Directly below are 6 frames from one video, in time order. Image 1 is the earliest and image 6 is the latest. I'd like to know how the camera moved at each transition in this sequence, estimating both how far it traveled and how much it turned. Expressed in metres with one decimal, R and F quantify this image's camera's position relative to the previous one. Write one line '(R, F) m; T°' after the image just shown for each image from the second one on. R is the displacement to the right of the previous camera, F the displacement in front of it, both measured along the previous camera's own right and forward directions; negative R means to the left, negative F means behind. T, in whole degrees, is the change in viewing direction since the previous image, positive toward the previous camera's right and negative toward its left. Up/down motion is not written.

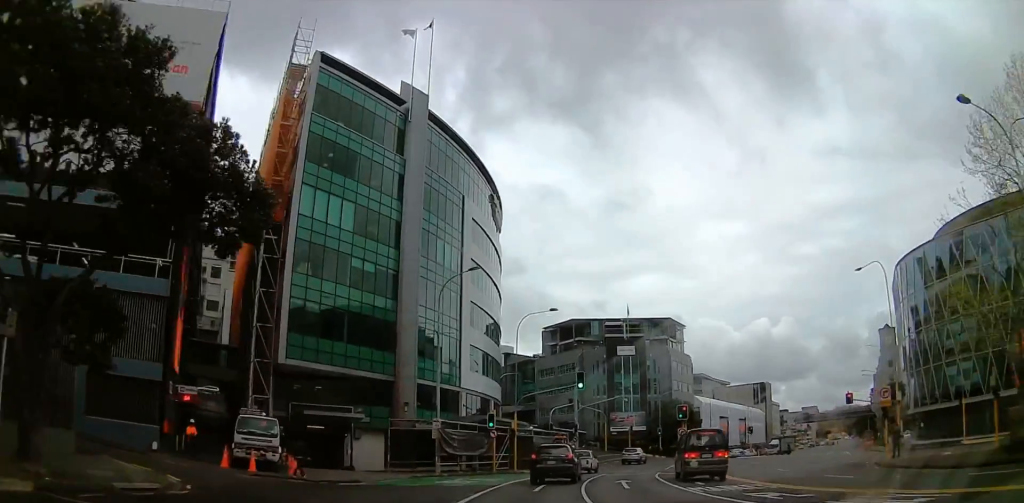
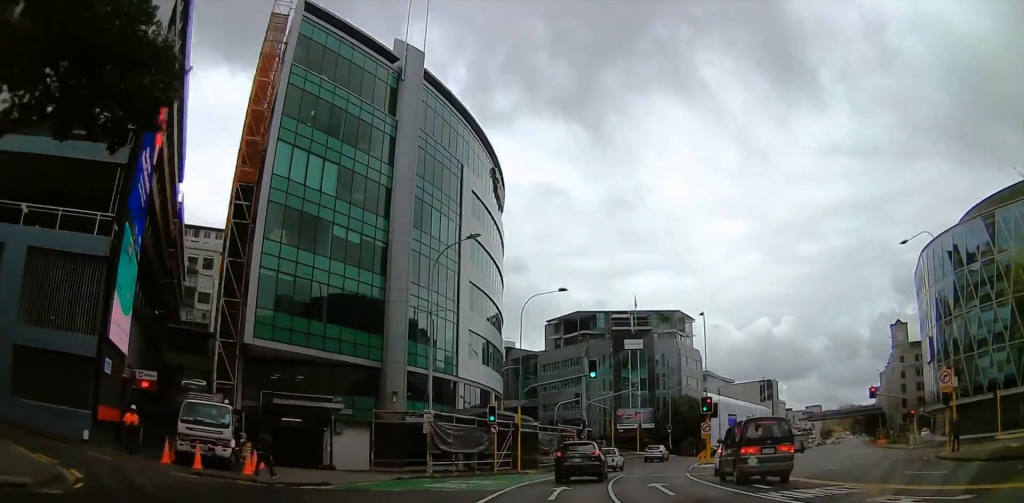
(-0.1, +5.4) m; +1°
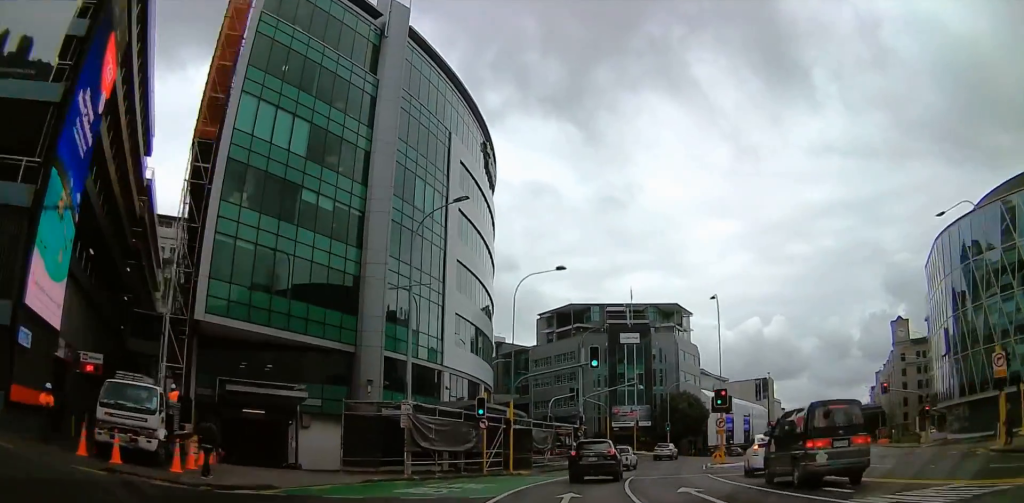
(+0.3, +5.5) m; +1°
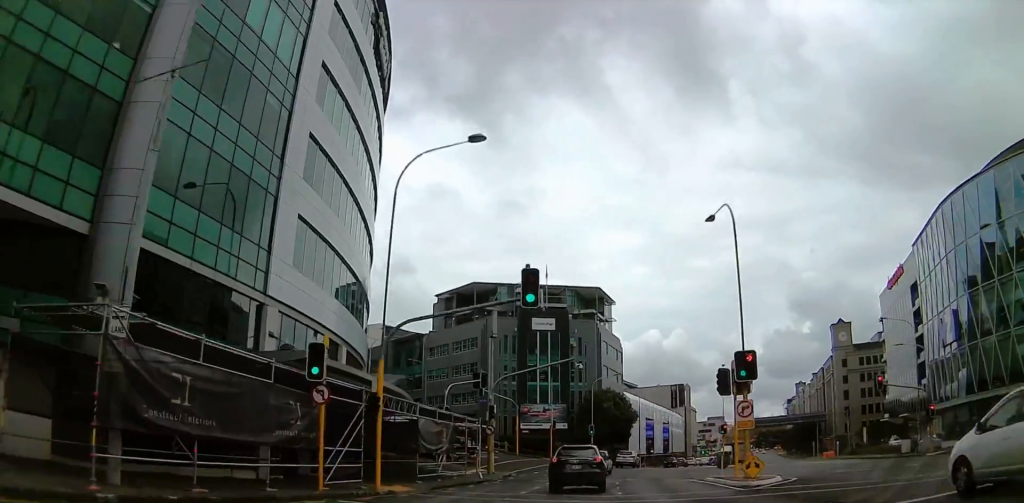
(+0.2, +19.8) m; +2°
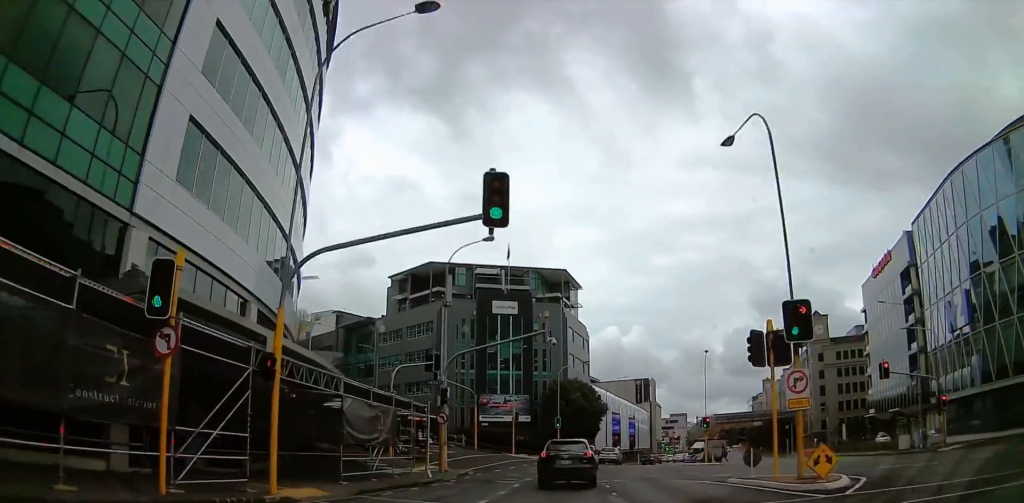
(-0.3, +8.6) m; +8°
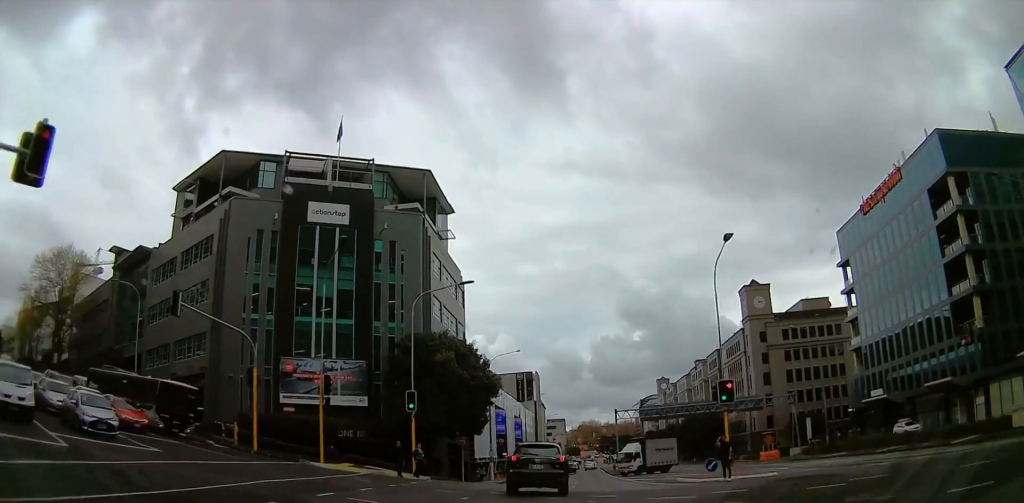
(+5.4, +34.7) m; +10°
